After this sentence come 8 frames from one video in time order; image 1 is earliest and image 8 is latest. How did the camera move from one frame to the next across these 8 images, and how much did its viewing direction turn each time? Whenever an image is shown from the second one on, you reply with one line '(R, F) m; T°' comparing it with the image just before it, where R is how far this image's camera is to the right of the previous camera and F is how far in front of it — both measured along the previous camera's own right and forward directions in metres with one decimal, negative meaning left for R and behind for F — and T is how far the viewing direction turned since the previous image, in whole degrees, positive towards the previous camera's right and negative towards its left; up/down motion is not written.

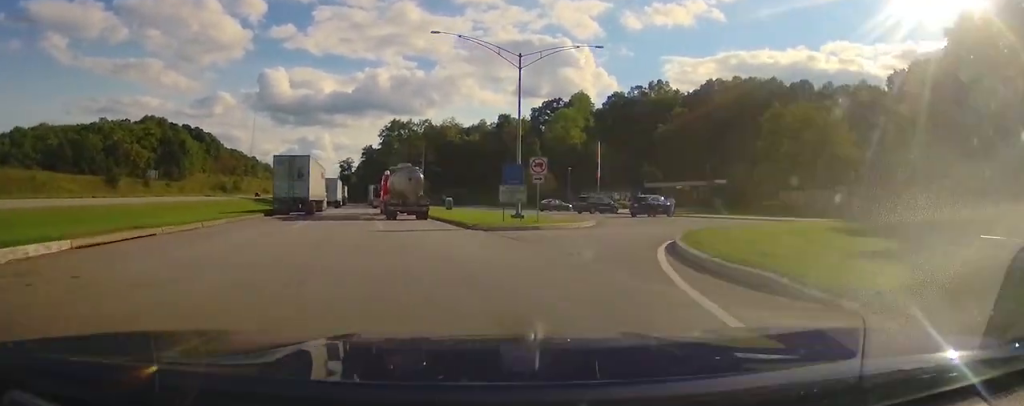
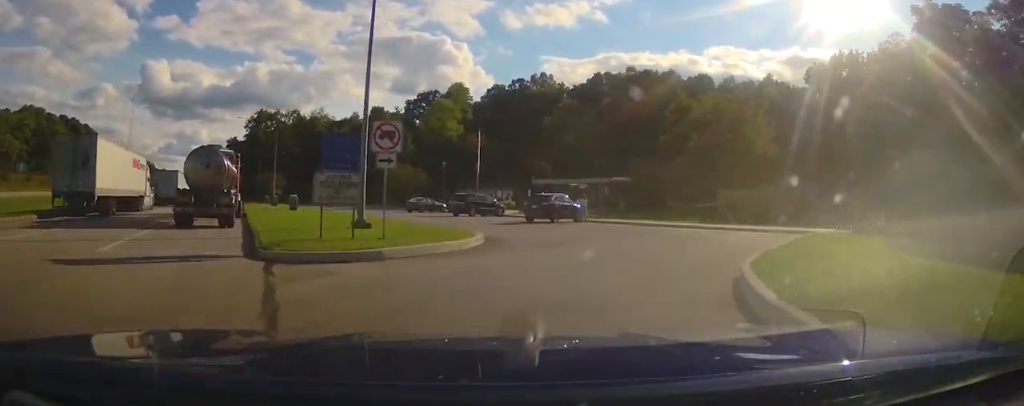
(+0.1, +9.8) m; +3°
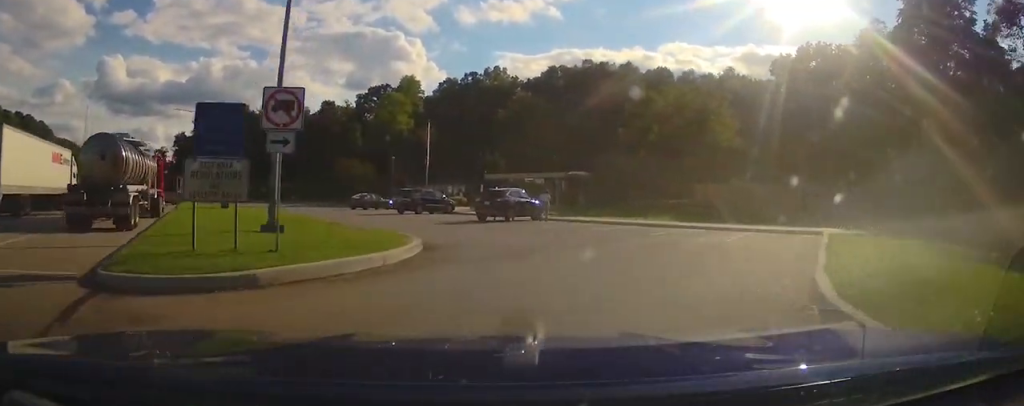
(0.0, +3.4) m; +2°
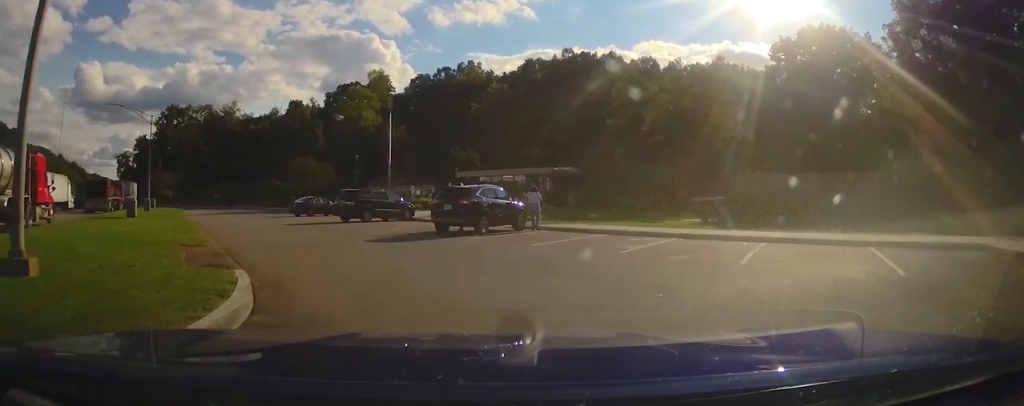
(+0.4, +7.6) m; +3°
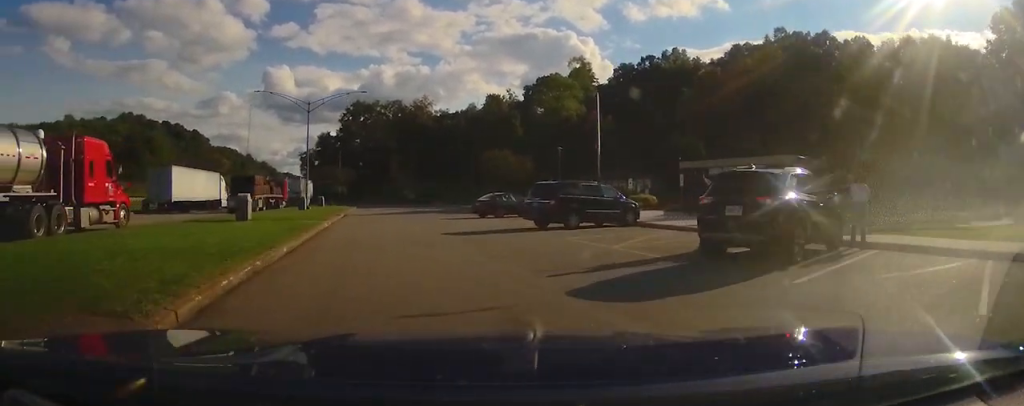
(-0.2, +8.2) m; -8°
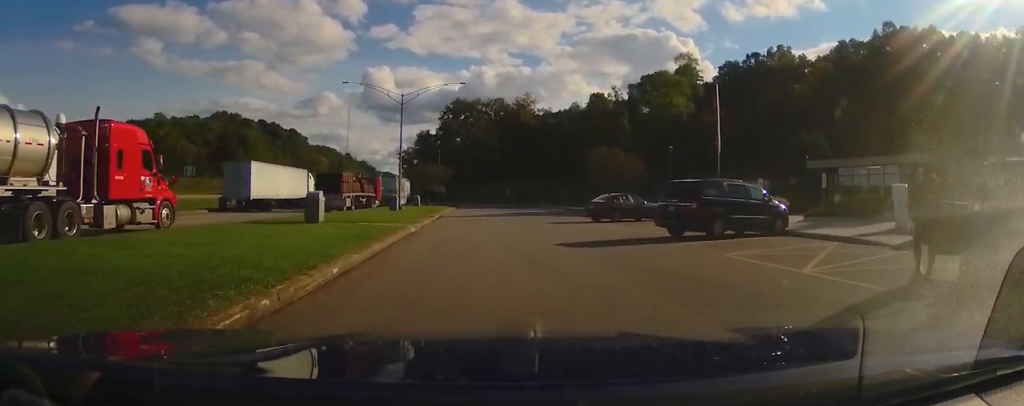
(0.0, +3.5) m; -8°
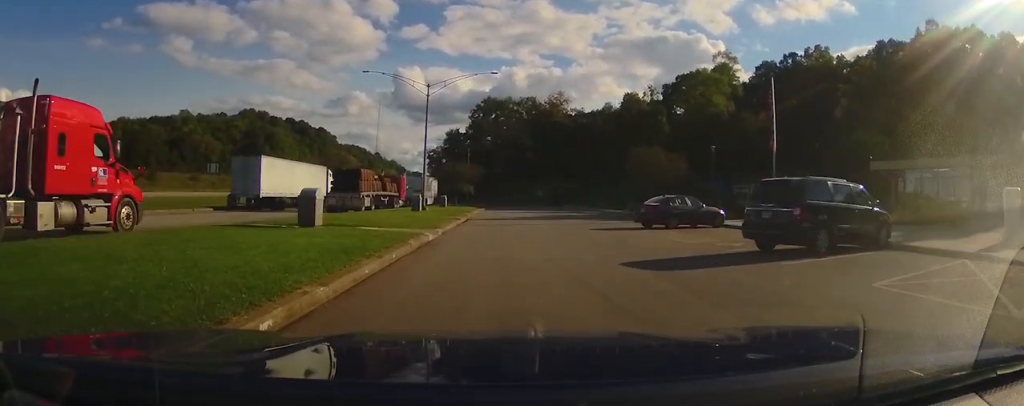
(-0.6, +3.5) m; -6°
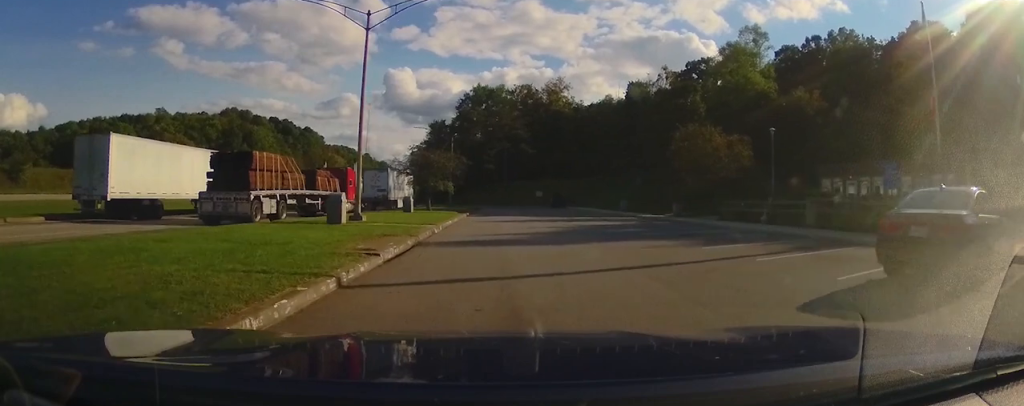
(0.0, +15.2) m; +6°
